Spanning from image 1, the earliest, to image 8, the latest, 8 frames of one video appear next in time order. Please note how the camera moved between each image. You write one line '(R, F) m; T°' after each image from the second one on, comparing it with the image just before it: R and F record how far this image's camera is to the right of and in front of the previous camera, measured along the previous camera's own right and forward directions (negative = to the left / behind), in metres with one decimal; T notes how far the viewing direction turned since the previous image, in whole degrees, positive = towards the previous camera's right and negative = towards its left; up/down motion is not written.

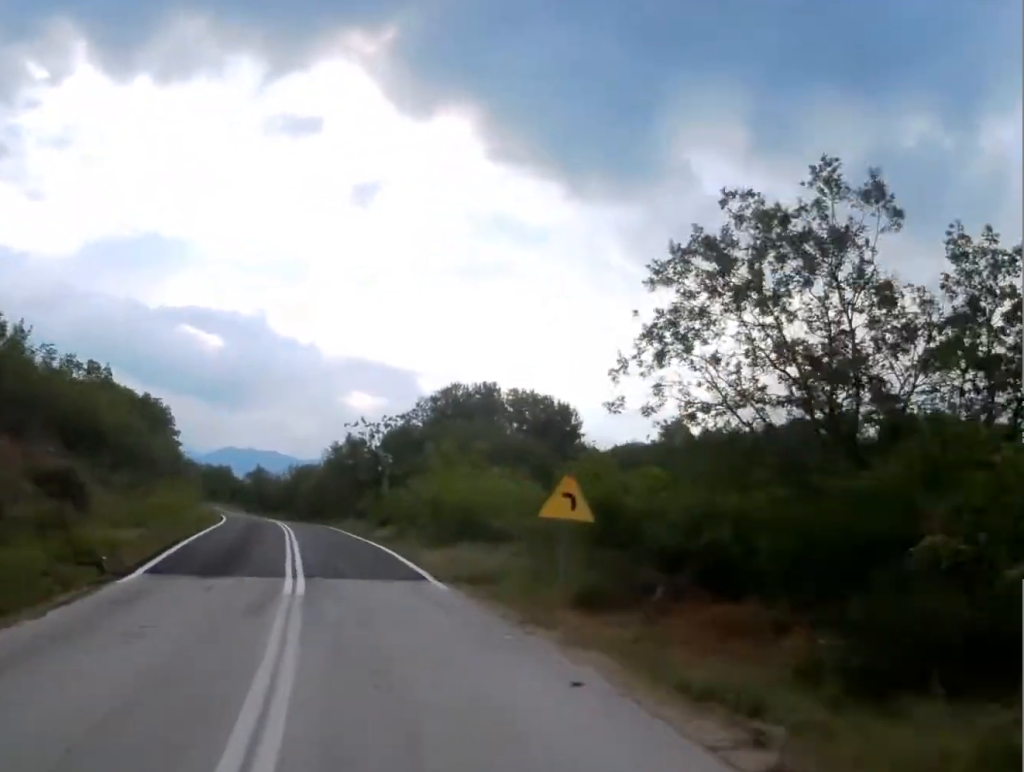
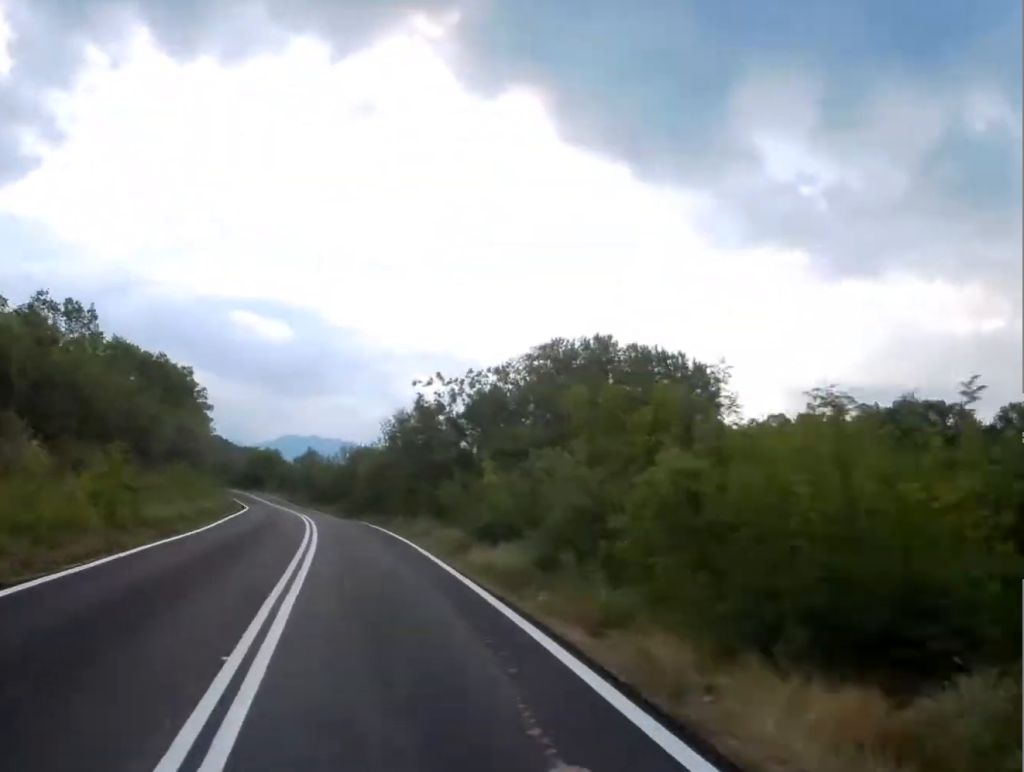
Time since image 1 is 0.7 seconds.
(-0.3, +17.7) m; -3°
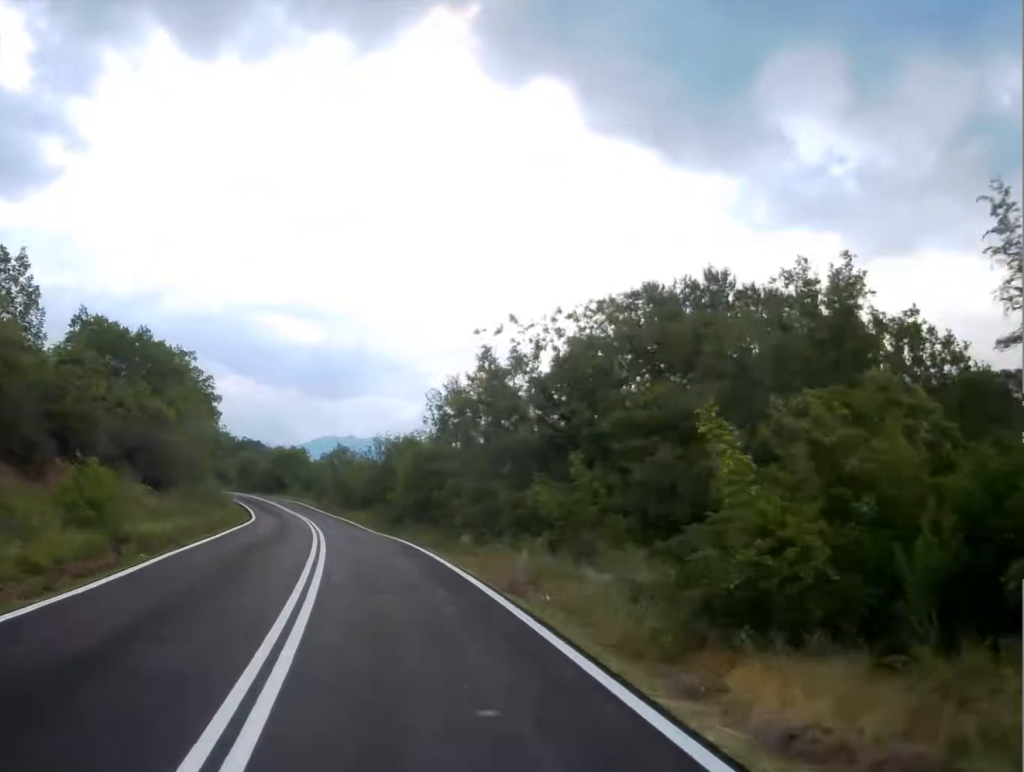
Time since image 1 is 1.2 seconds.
(-0.4, +14.3) m; -2°
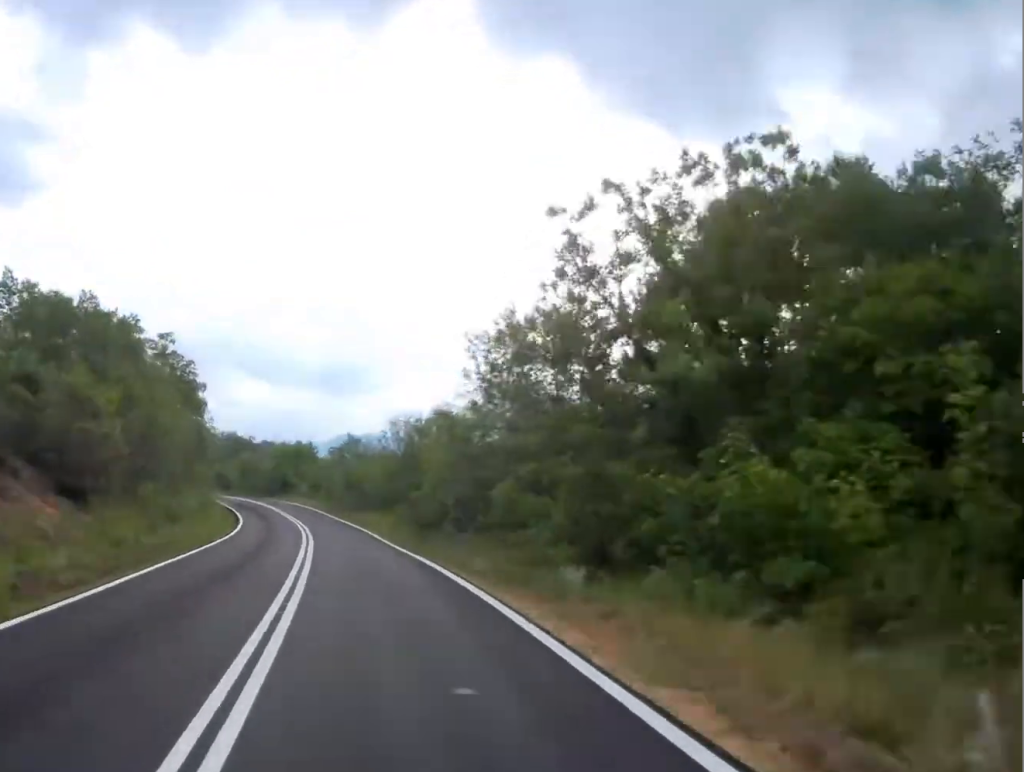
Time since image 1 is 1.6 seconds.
(-0.2, +11.7) m; -1°
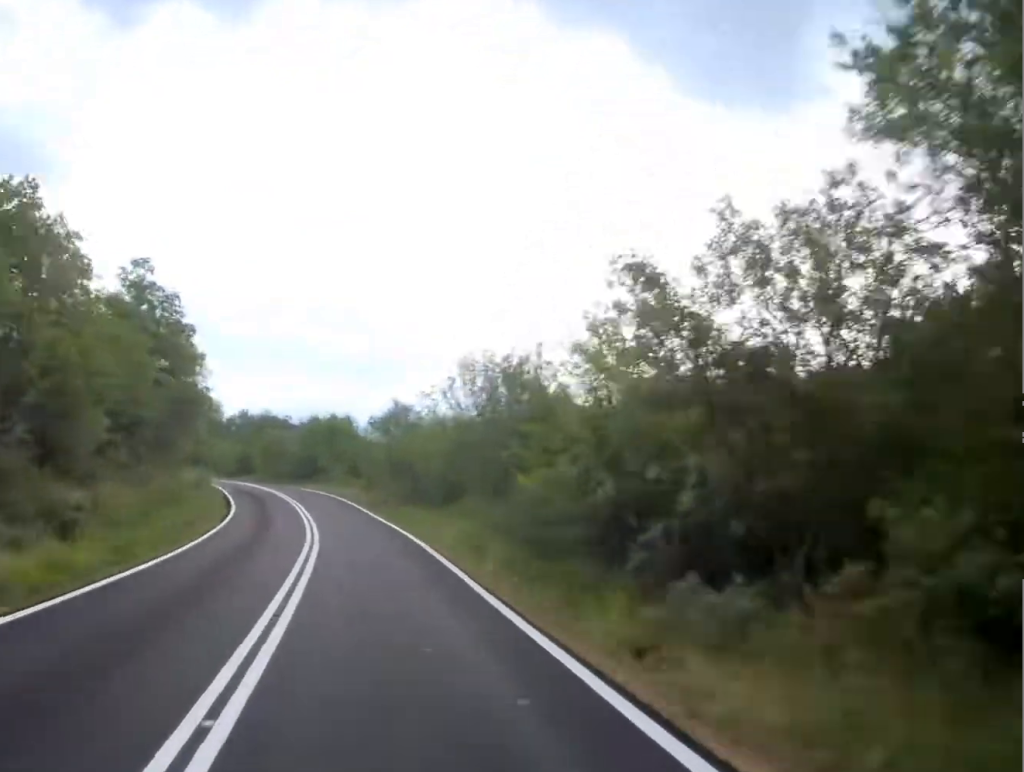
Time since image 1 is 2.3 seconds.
(-0.3, +18.1) m; -2°
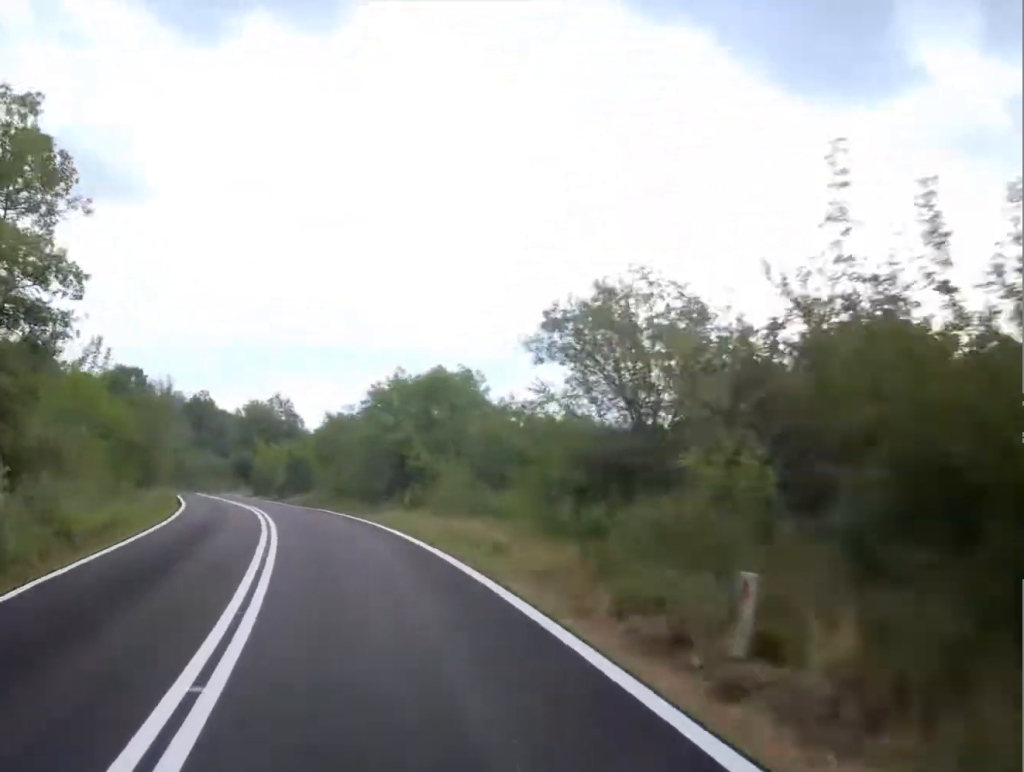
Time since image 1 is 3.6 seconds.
(-1.5, +35.8) m; -7°
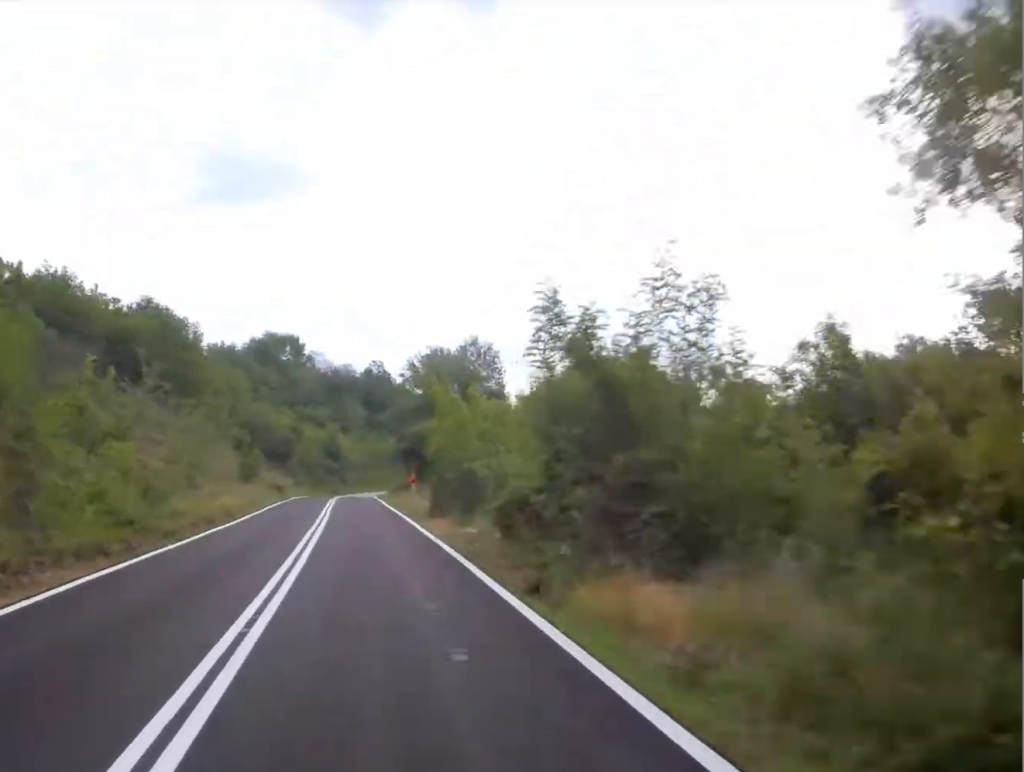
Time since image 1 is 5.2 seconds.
(-4.7, +46.2) m; -11°
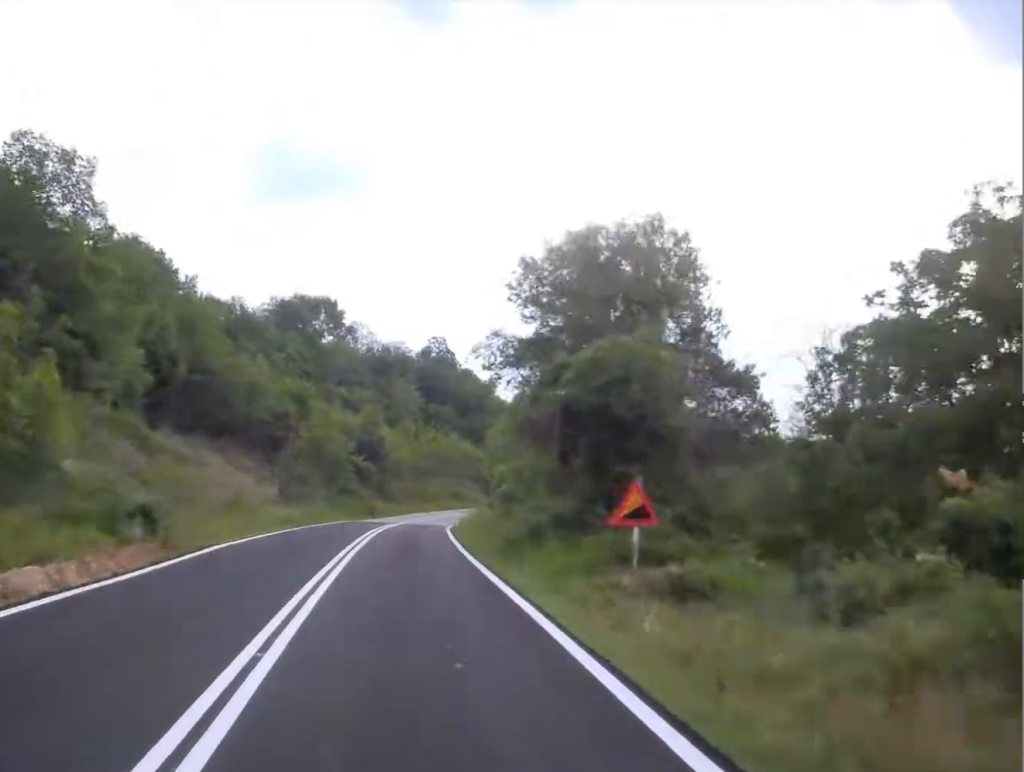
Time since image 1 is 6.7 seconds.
(-2.2, +44.4) m; -3°
